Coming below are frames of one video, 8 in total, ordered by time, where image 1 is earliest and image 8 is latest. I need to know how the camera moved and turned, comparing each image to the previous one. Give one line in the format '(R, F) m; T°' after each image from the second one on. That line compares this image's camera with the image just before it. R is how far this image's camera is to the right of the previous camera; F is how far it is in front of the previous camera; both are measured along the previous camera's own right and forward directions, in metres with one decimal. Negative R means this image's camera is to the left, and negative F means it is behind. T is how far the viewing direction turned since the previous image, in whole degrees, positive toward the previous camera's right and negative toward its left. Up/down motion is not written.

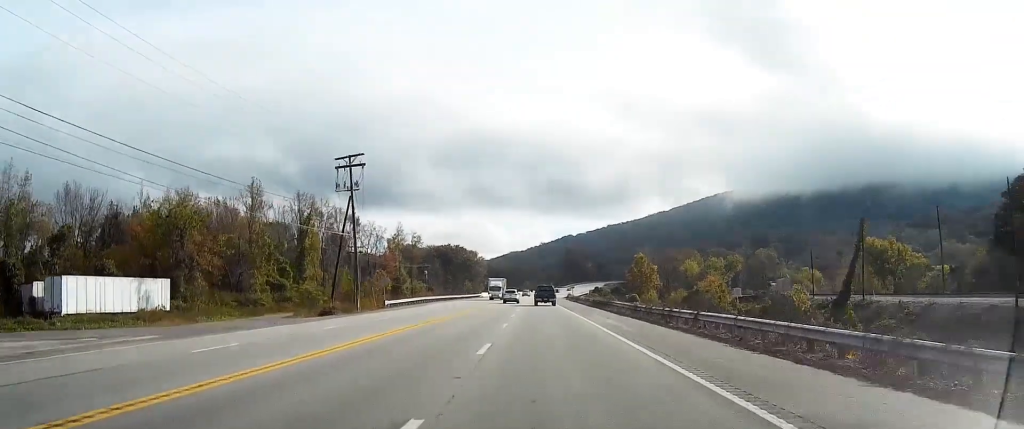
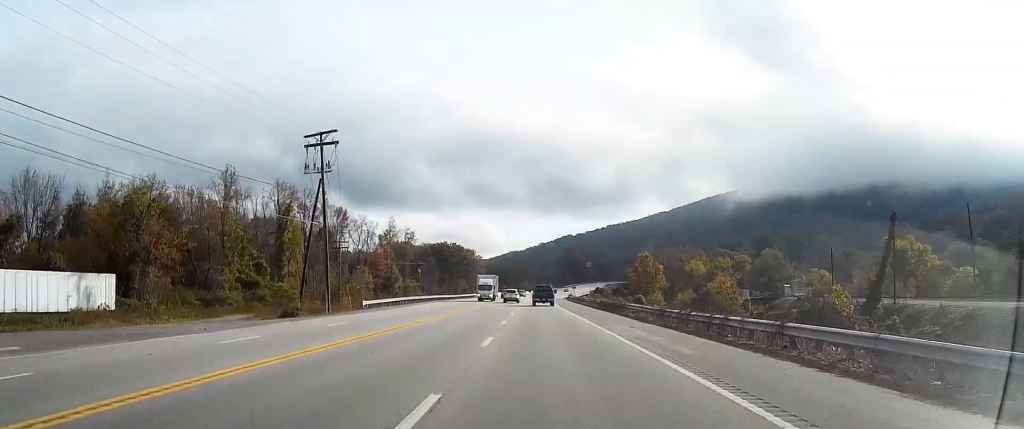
(+0.3, +10.4) m; +1°
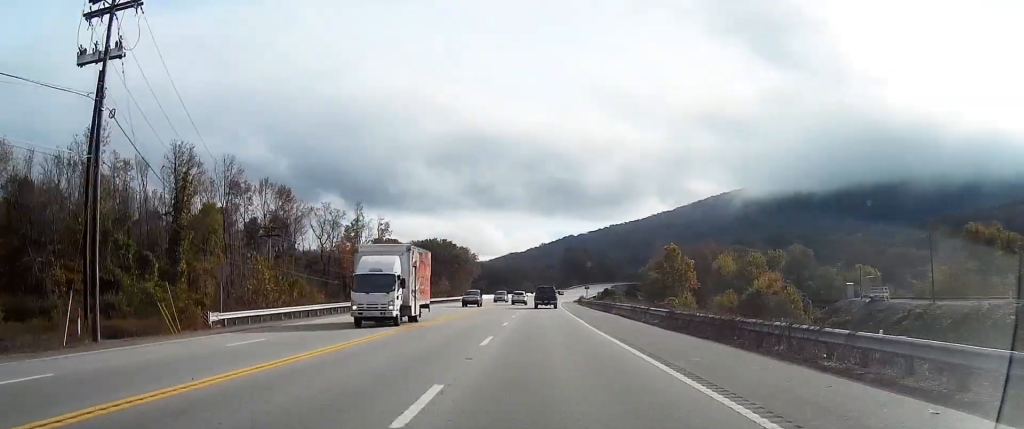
(-0.2, +35.5) m; 0°
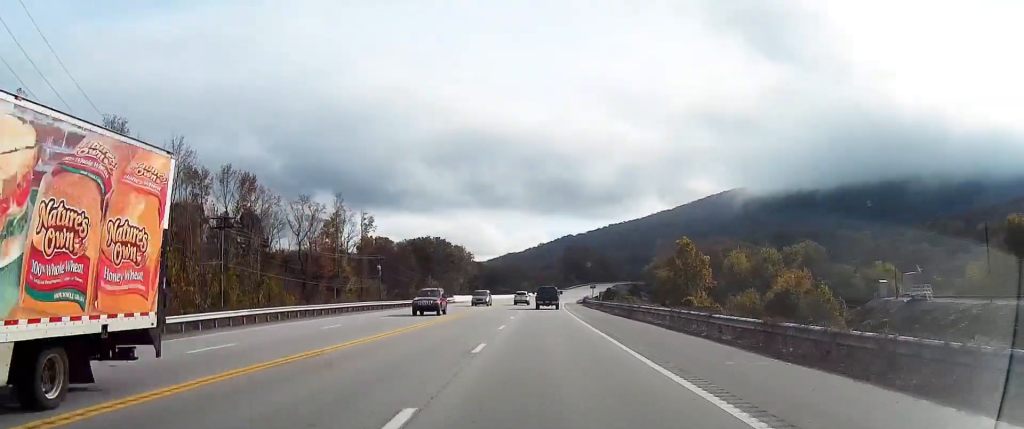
(0.0, +13.8) m; 0°
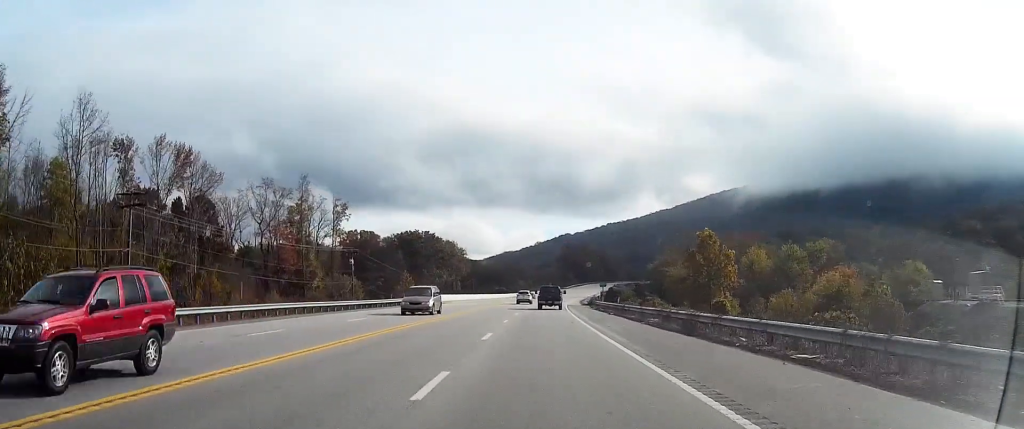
(+0.1, +19.7) m; 0°
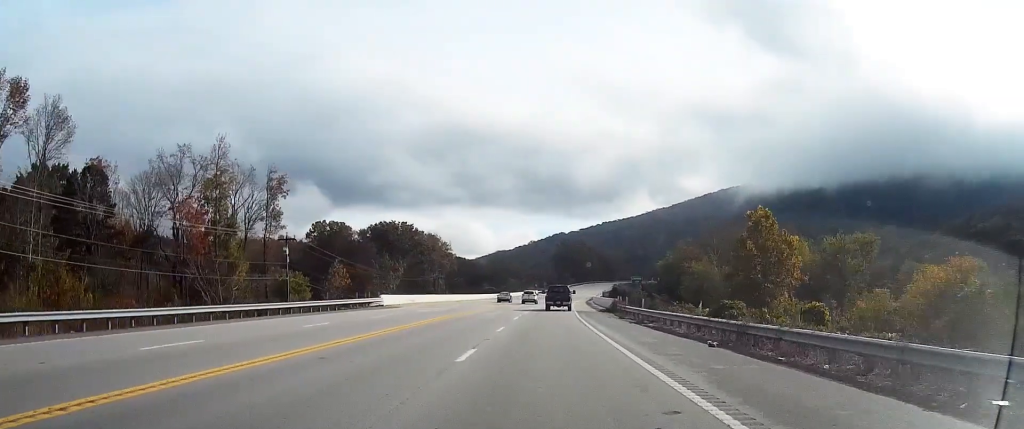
(0.0, +31.3) m; +1°
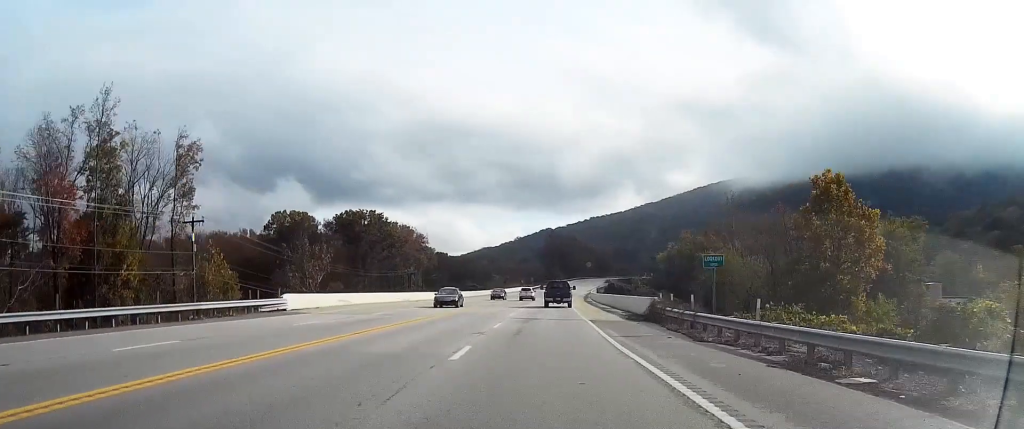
(+0.4, +24.7) m; +1°
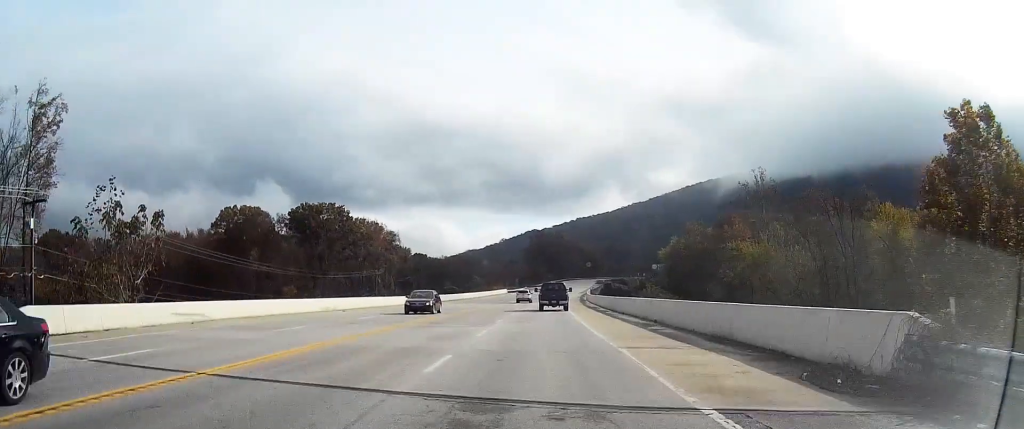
(0.0, +25.4) m; 0°
